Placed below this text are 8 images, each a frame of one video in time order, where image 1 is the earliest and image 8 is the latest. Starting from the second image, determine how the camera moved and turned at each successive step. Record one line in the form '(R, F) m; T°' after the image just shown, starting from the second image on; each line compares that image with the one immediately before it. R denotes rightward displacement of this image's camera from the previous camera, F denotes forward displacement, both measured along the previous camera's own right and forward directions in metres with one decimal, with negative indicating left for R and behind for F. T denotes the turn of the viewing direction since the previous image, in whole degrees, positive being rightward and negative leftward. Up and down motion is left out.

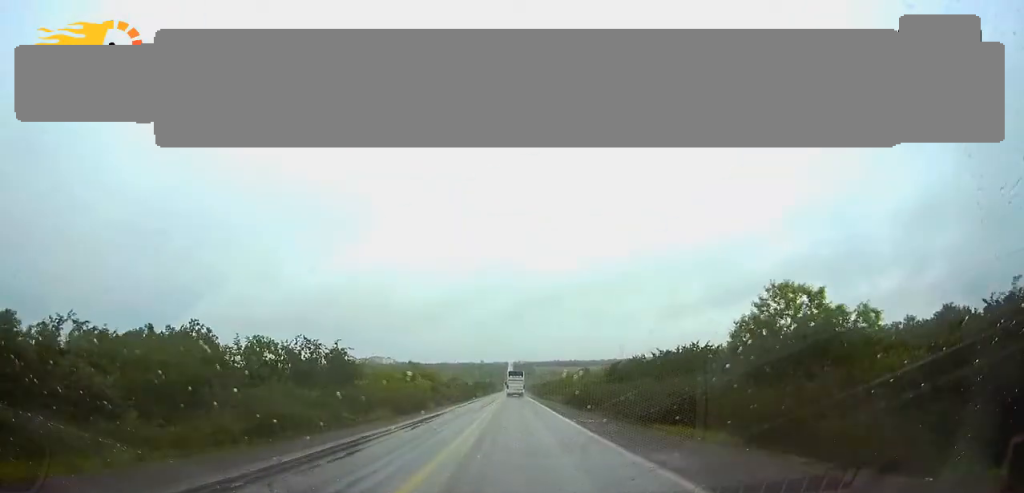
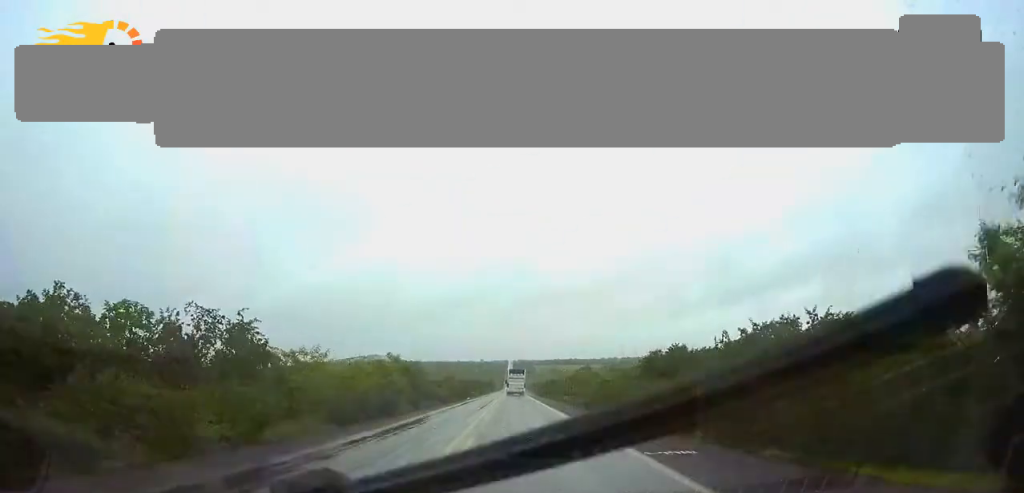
(0.0, +14.4) m; 0°
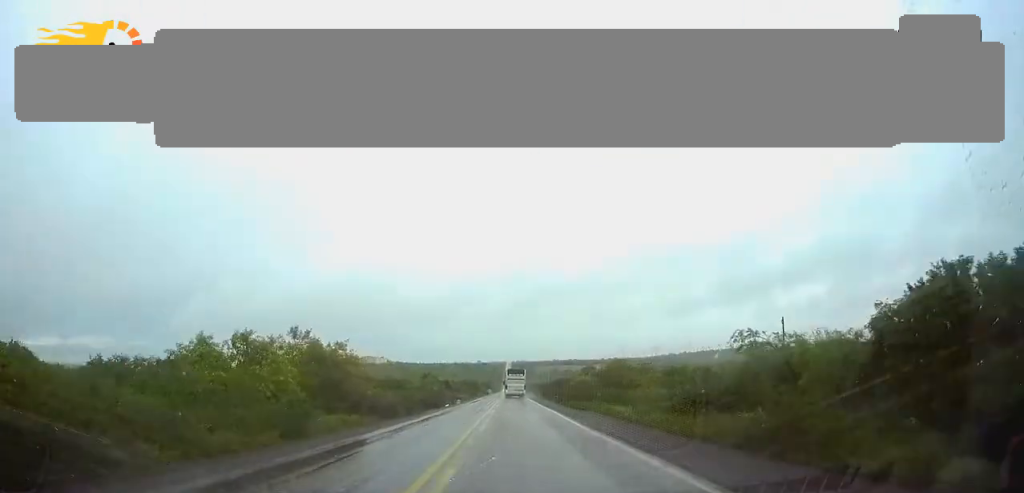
(+0.2, +30.0) m; 0°
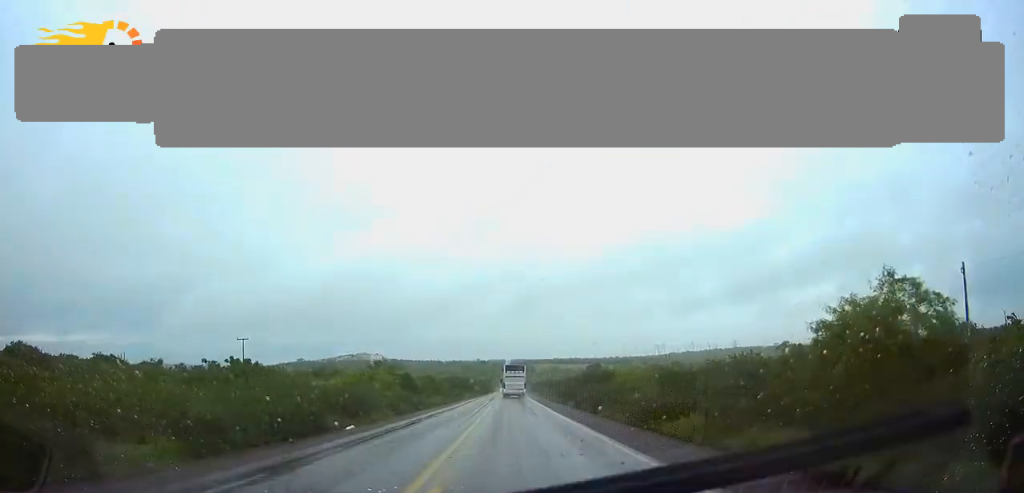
(-0.1, +38.6) m; 0°
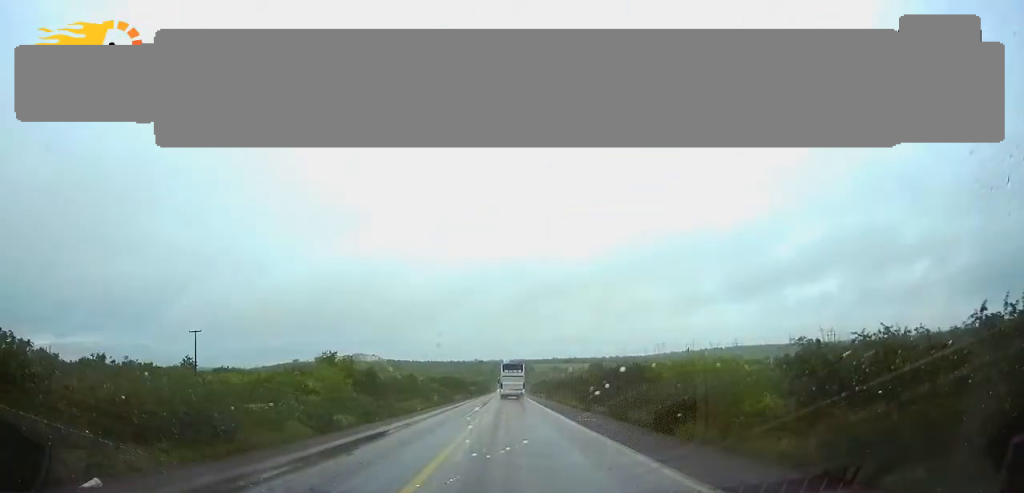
(-0.1, +16.4) m; 0°
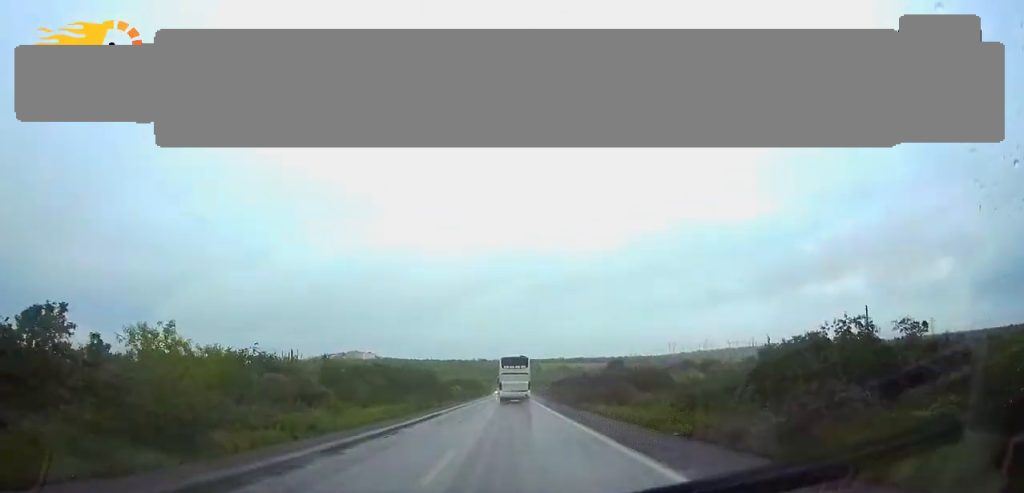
(-0.2, +65.0) m; 0°
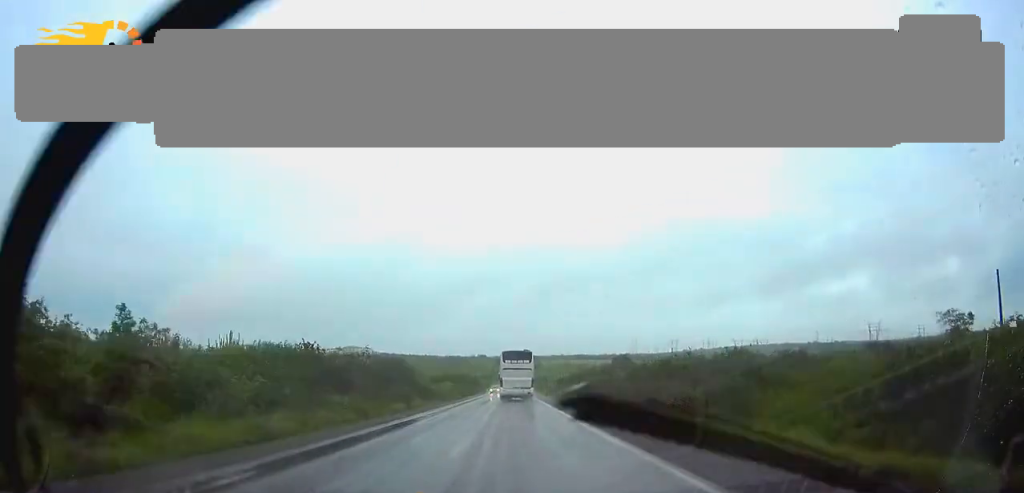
(0.0, +21.2) m; 0°
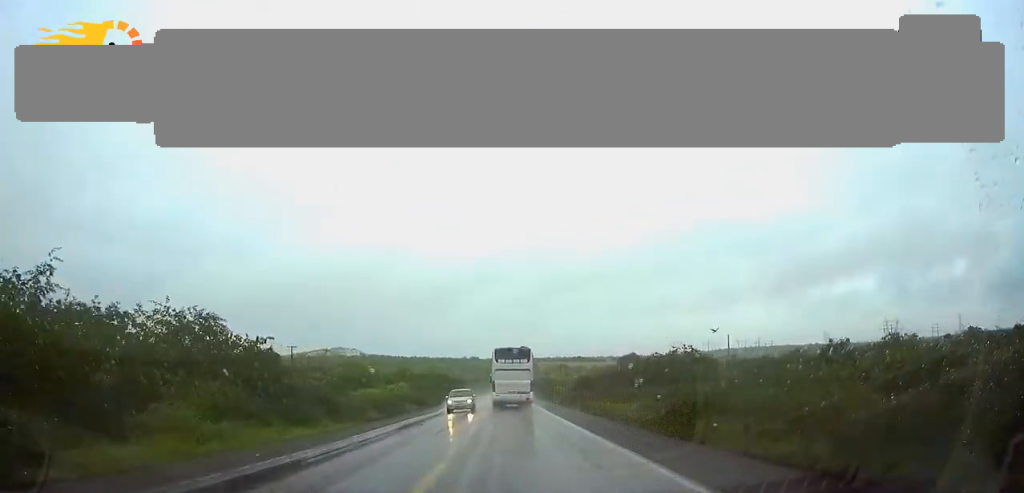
(+0.1, +40.7) m; 0°
